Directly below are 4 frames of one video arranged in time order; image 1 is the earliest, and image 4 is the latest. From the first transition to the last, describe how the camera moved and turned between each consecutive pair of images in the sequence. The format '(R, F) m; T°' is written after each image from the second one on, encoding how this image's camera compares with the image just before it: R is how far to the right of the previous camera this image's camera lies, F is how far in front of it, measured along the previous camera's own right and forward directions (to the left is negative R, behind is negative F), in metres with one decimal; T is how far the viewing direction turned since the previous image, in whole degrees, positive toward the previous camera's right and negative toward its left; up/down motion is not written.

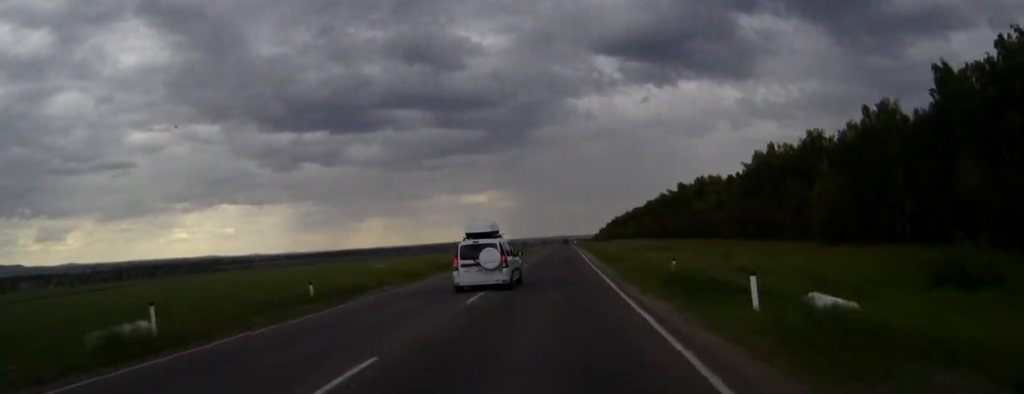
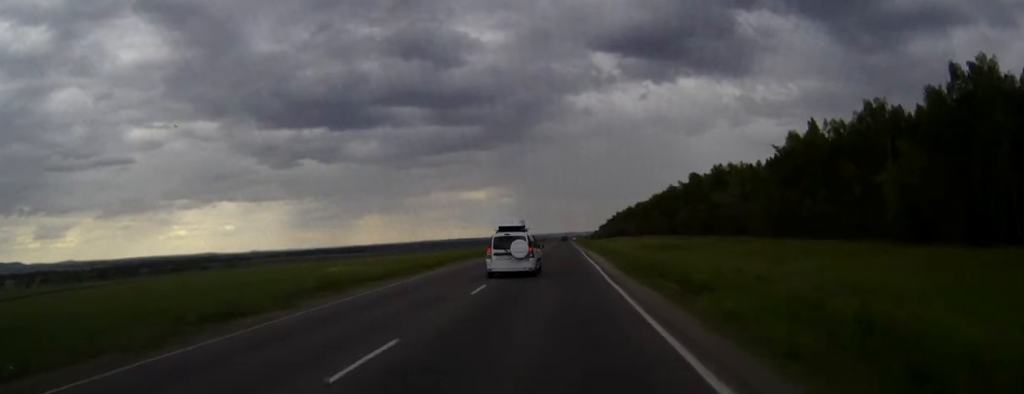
(0.0, +20.9) m; 0°
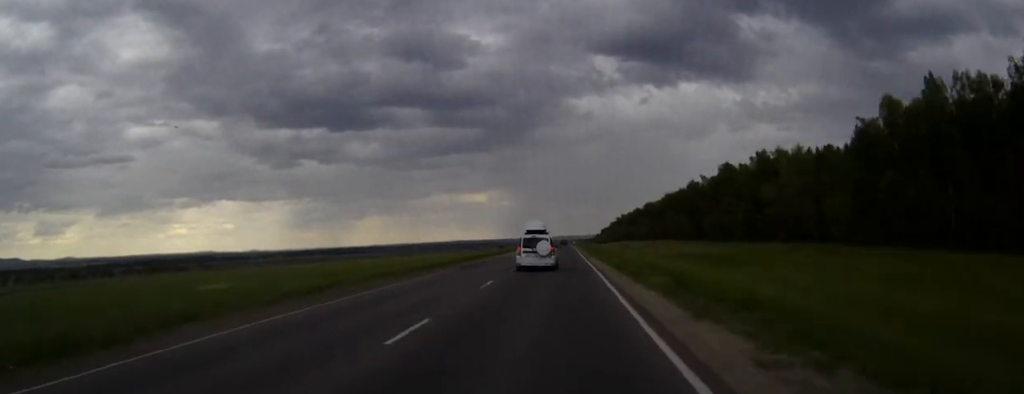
(0.0, +33.4) m; 0°
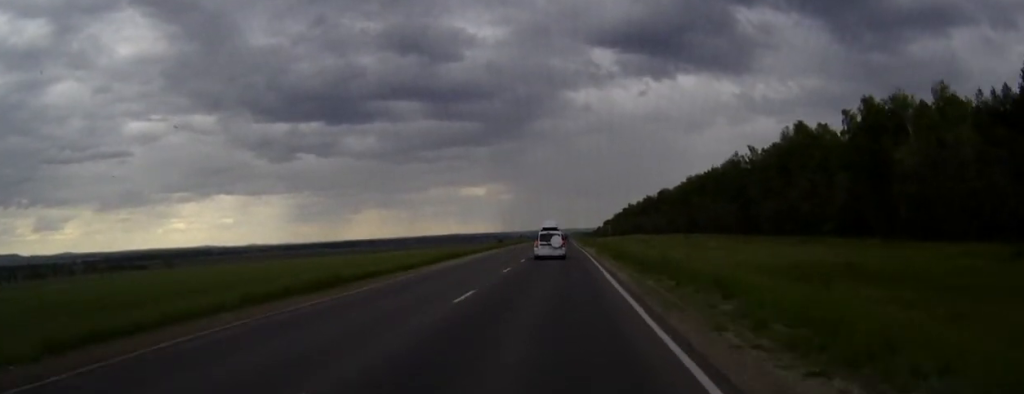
(0.0, +43.0) m; 0°
